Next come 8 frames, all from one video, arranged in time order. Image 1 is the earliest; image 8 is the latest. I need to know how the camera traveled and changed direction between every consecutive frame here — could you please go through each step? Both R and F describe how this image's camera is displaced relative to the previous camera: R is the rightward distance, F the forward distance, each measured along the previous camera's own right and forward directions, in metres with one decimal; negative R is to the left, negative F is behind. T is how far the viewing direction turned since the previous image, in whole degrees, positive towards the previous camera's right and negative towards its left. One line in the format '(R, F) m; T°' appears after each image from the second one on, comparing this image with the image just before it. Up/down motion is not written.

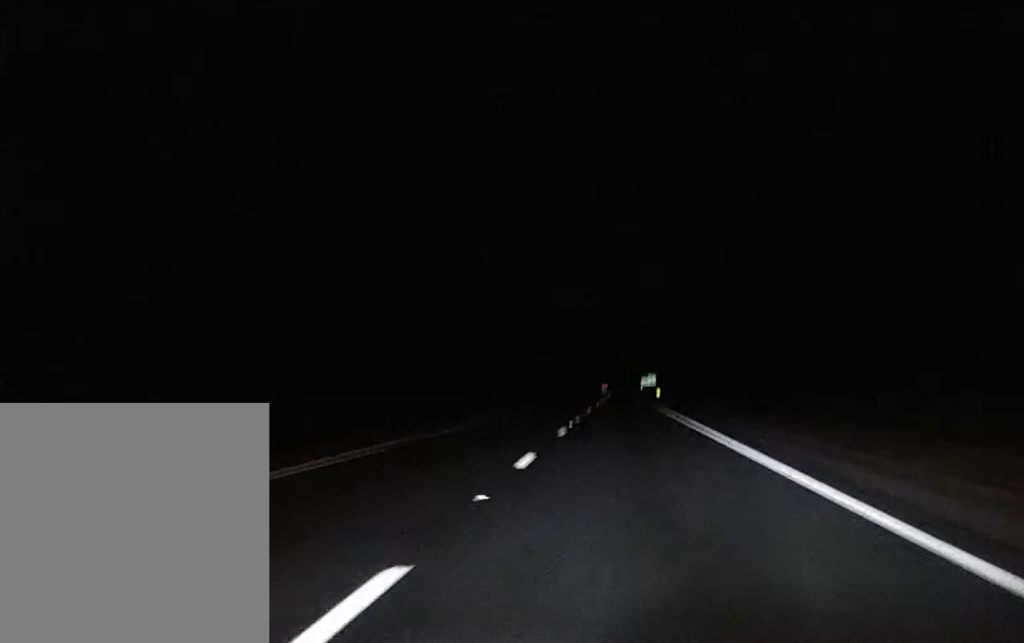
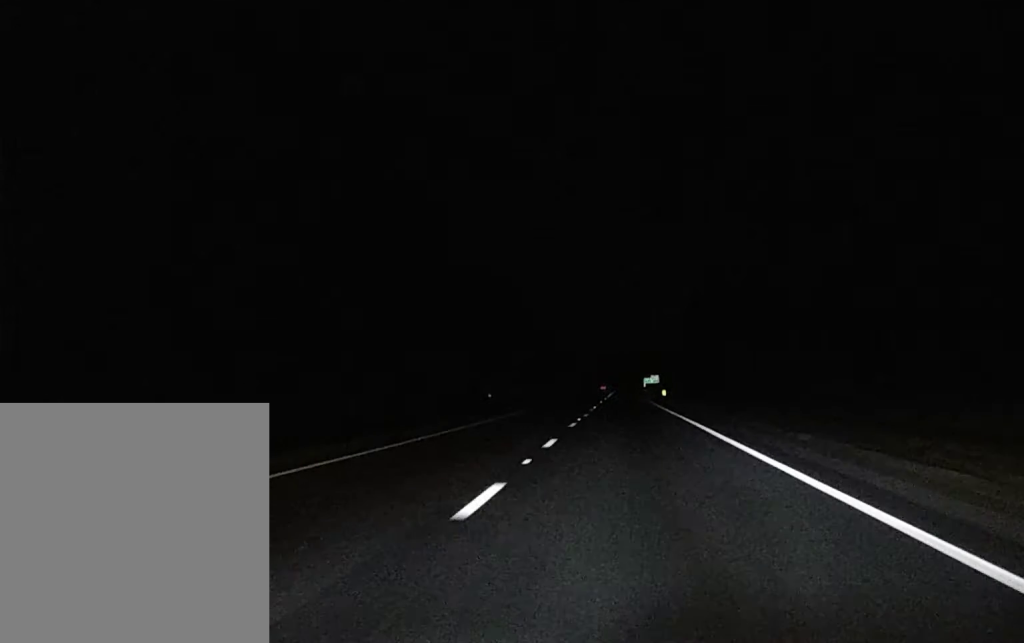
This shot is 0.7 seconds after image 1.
(0.0, +14.9) m; 0°
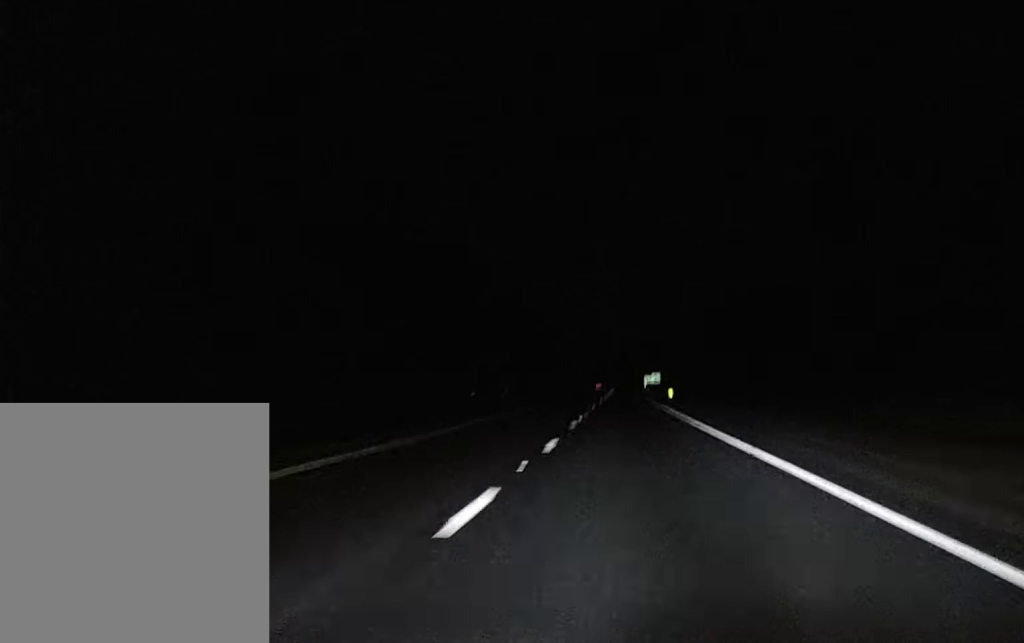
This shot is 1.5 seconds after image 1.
(-0.1, +21.3) m; 0°
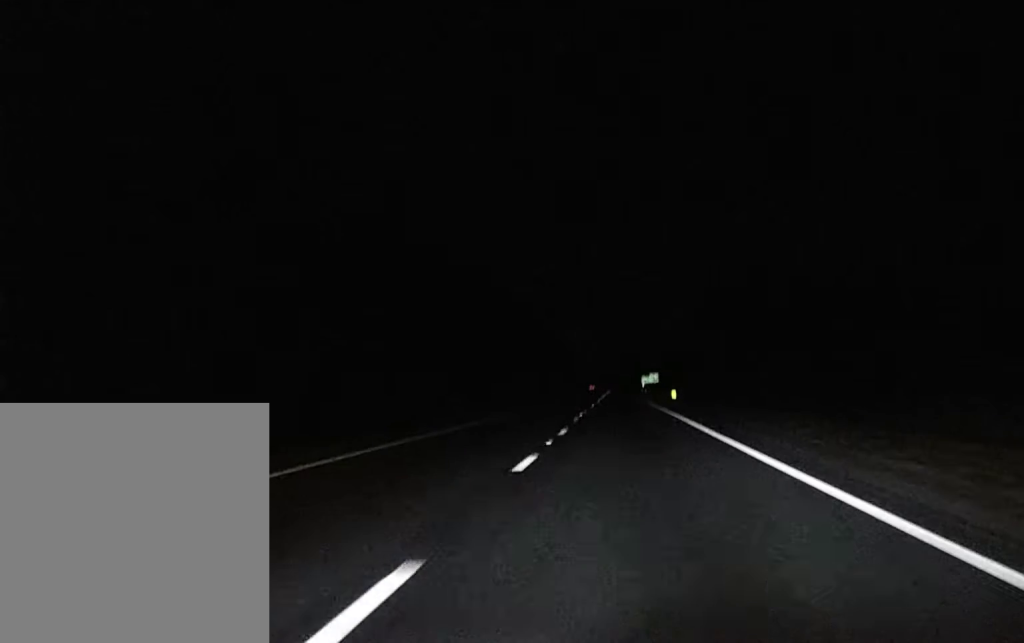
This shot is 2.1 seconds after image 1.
(0.0, +17.5) m; 0°
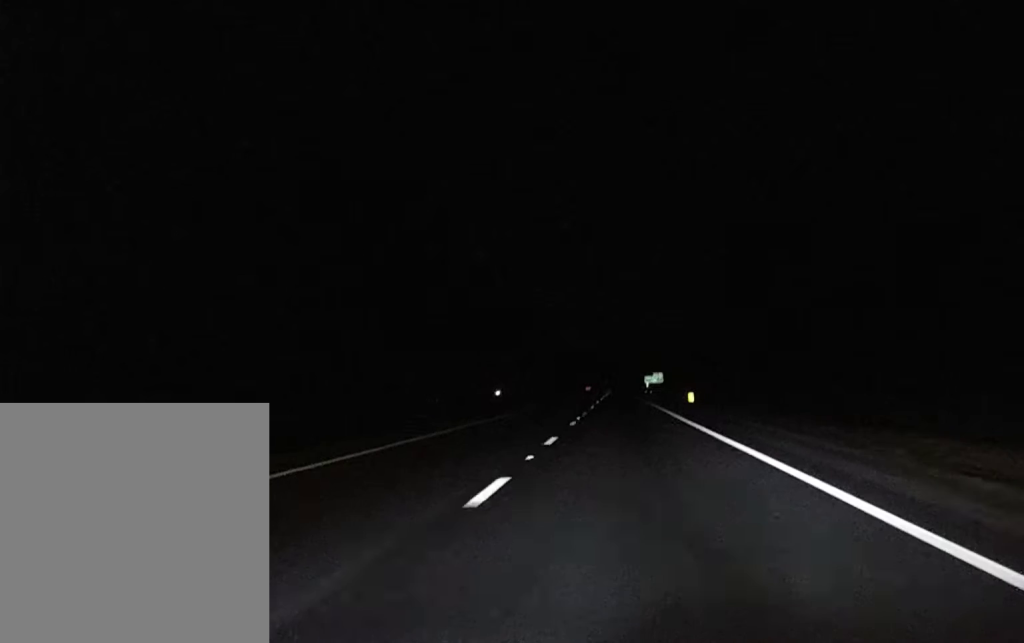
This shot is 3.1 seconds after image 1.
(0.0, +31.3) m; 0°
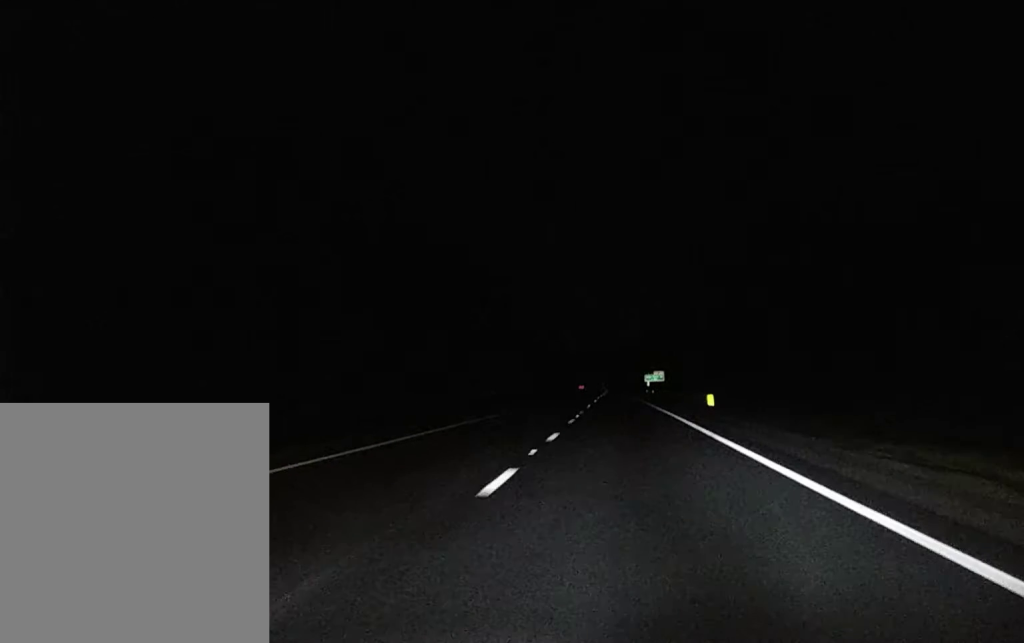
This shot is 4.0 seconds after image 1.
(0.0, +31.0) m; 0°
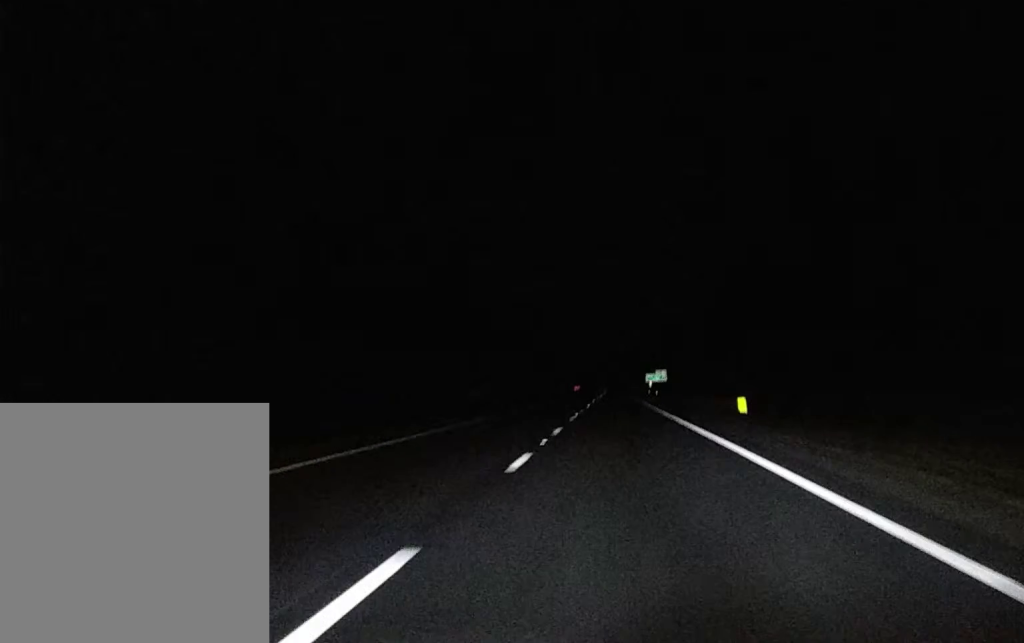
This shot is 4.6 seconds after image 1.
(0.0, +24.1) m; 0°
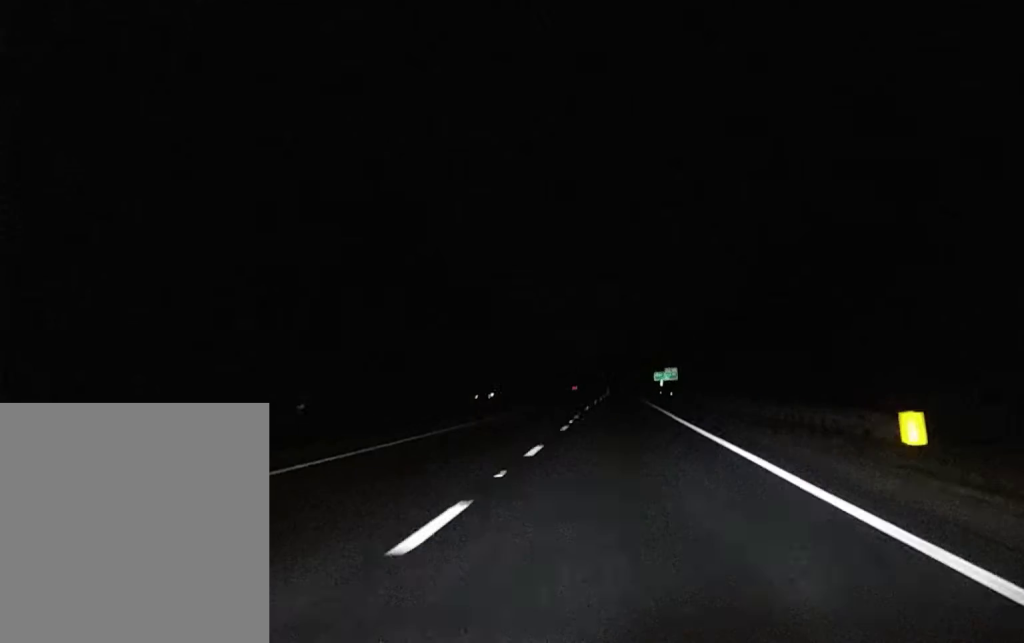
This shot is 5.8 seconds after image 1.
(+0.1, +41.3) m; 0°
